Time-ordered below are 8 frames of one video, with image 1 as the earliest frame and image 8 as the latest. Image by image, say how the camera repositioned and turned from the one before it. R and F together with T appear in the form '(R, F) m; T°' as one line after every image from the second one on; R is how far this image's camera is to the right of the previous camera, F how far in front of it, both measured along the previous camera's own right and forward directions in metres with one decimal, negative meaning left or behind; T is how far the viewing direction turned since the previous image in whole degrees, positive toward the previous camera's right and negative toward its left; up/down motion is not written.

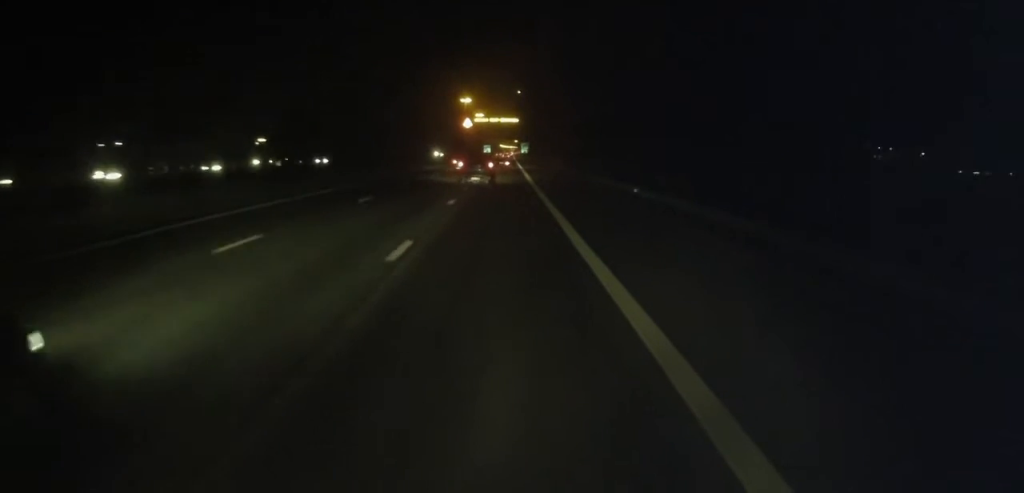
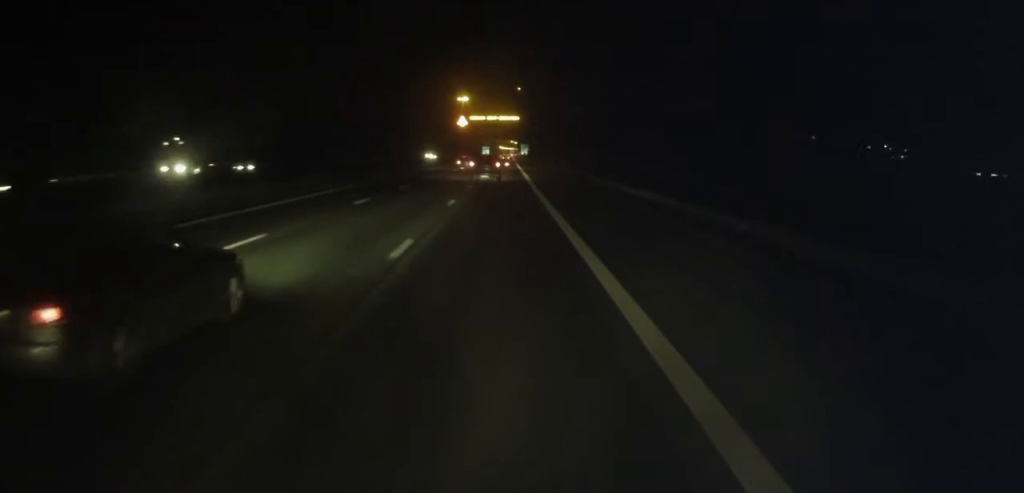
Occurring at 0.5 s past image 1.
(+0.1, +12.6) m; 0°
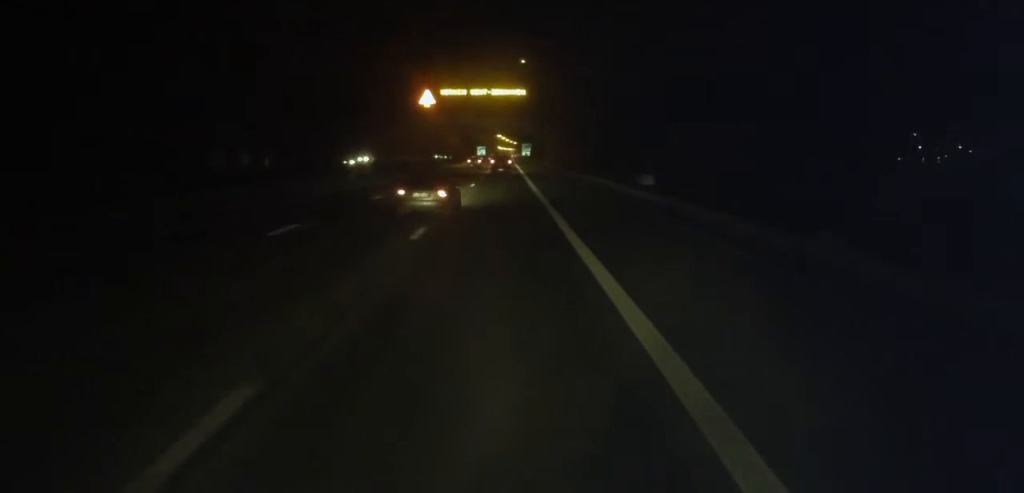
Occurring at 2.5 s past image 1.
(+0.1, +47.1) m; +1°
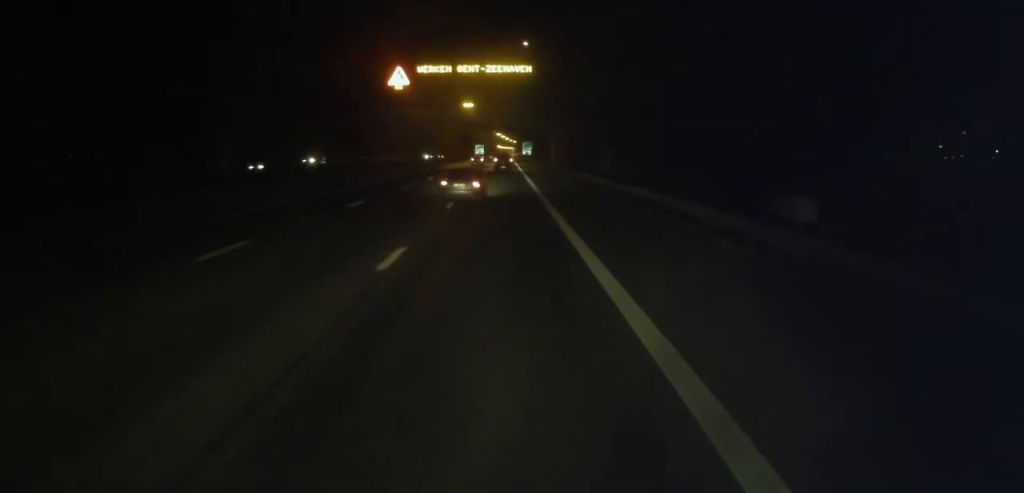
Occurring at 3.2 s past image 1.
(+0.3, +16.5) m; -1°
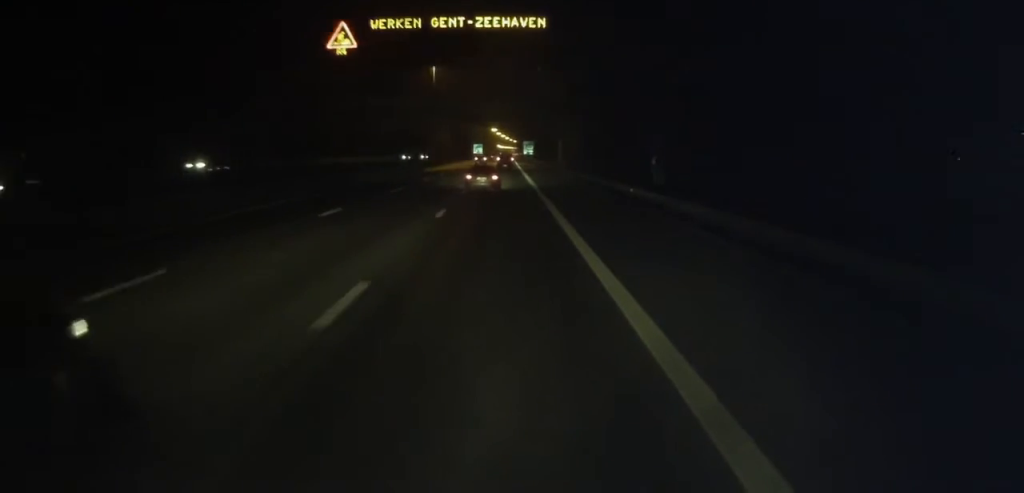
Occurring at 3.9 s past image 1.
(-0.3, +16.5) m; -1°
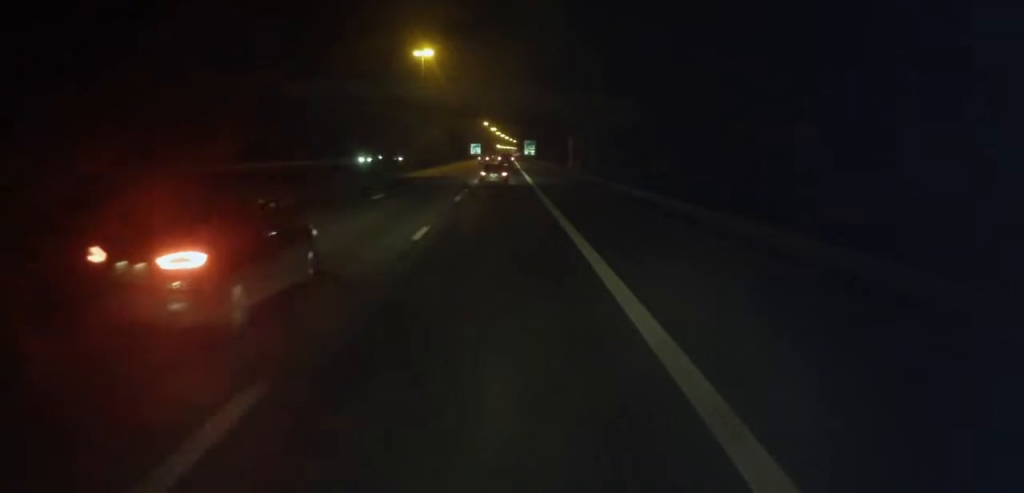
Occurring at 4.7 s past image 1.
(-0.3, +17.3) m; 0°
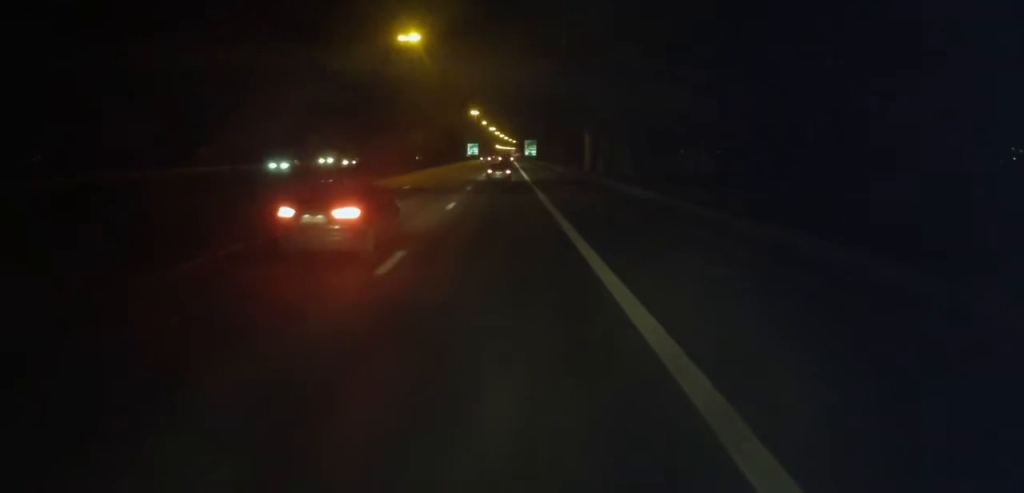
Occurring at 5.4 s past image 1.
(+0.2, +16.5) m; +1°
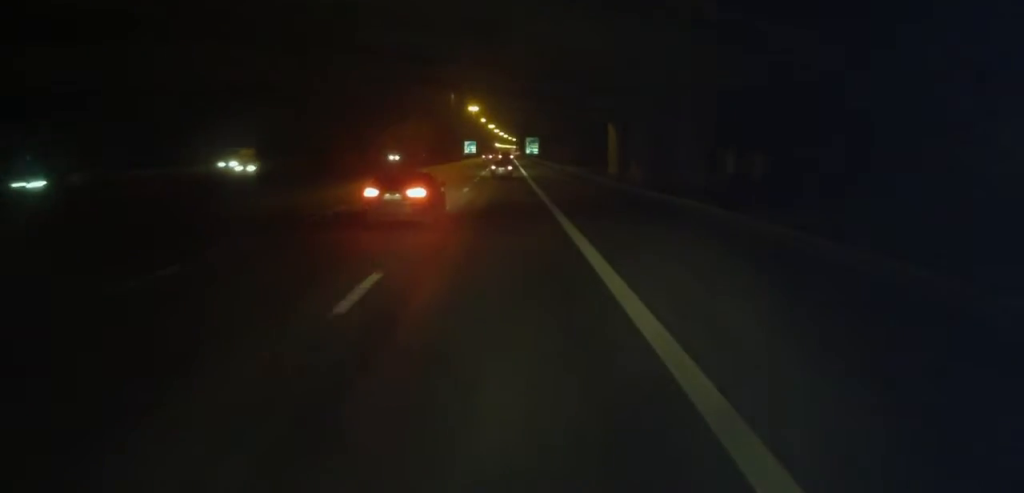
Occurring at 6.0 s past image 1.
(+0.1, +15.7) m; 0°
